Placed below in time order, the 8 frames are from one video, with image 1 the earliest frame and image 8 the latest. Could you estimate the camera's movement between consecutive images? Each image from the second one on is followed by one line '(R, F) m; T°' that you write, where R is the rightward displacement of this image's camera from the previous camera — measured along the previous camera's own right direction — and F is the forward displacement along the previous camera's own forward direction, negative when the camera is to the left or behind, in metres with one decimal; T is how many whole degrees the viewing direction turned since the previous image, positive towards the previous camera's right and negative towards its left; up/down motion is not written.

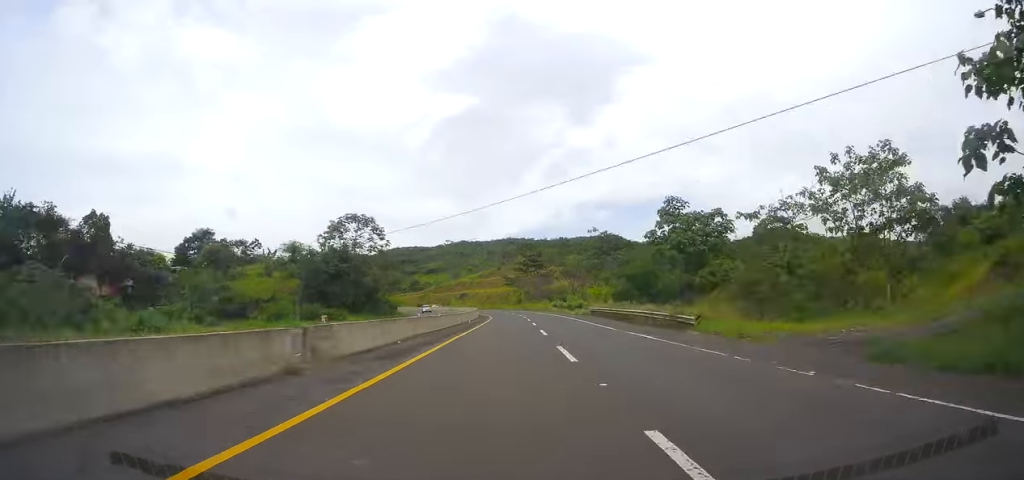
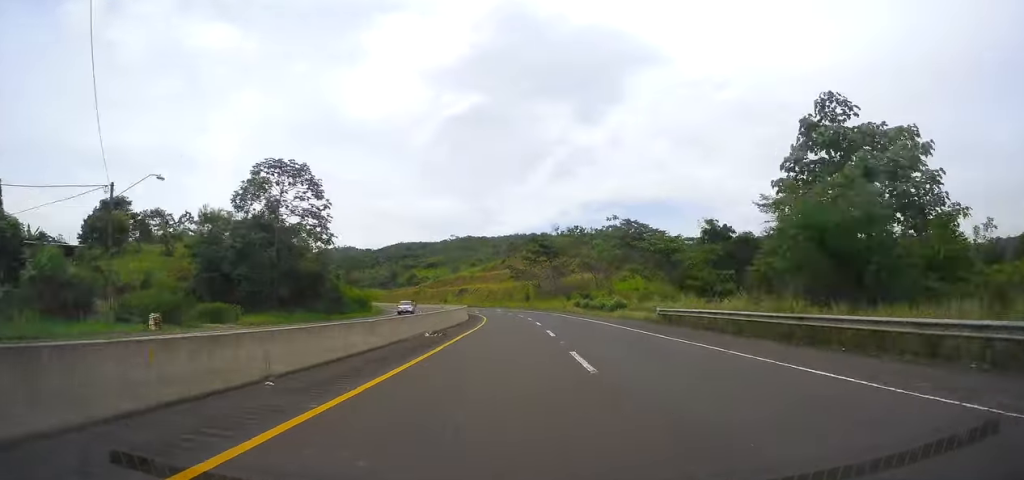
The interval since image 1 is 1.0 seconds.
(-0.1, +27.5) m; -1°
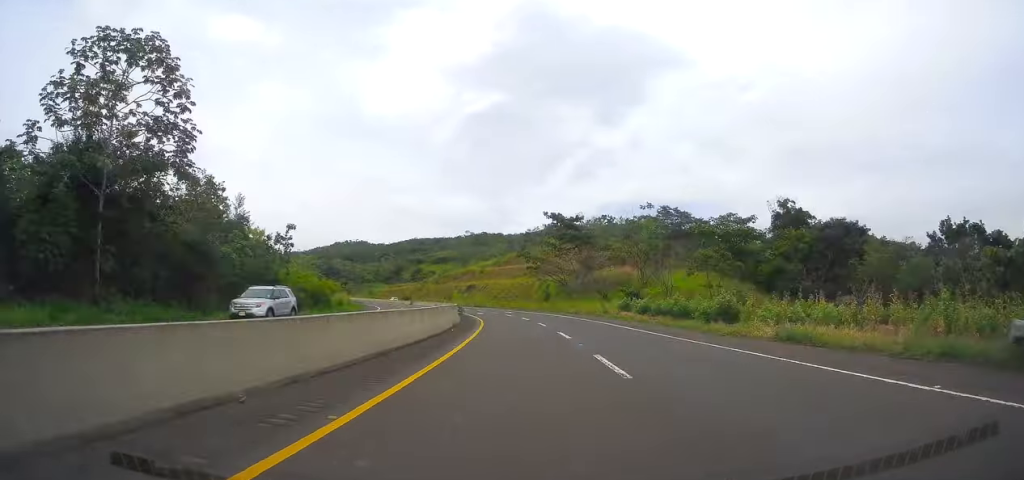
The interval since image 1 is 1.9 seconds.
(0.0, +24.7) m; -1°
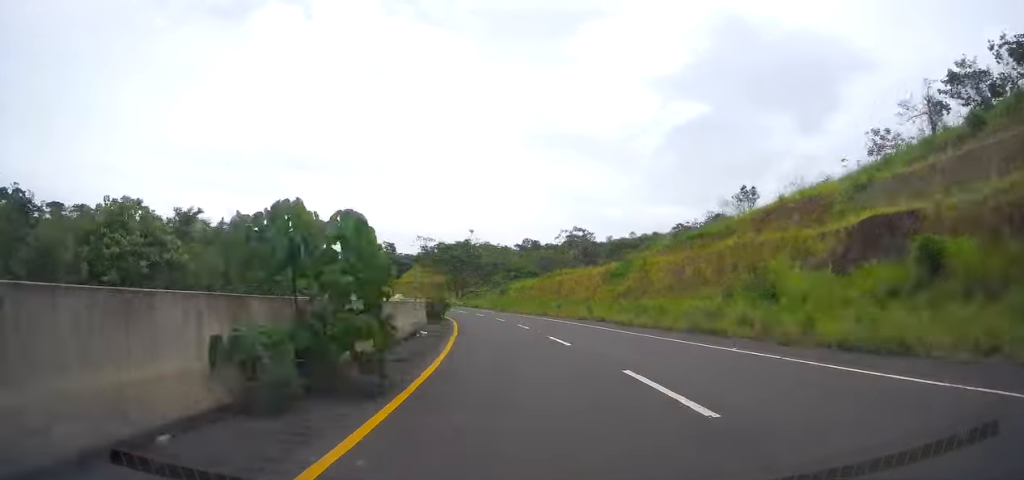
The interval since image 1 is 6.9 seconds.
(-17.0, +129.0) m; -18°
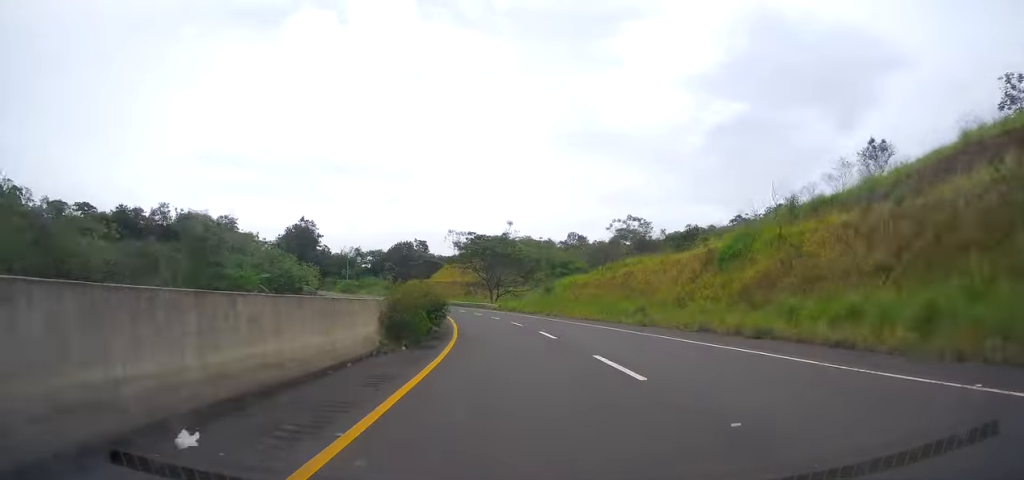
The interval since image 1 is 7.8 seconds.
(-1.2, +21.2) m; -4°
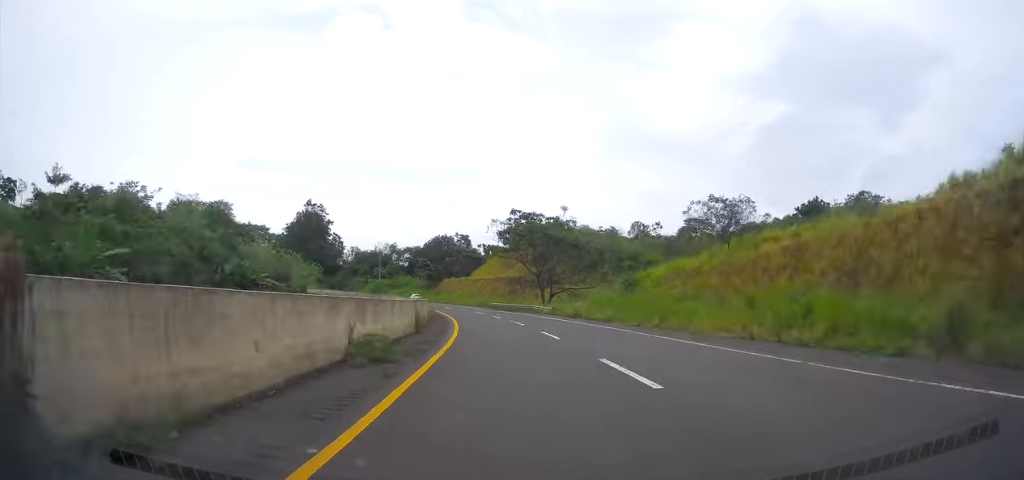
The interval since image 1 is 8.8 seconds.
(+0.1, +25.5) m; -5°
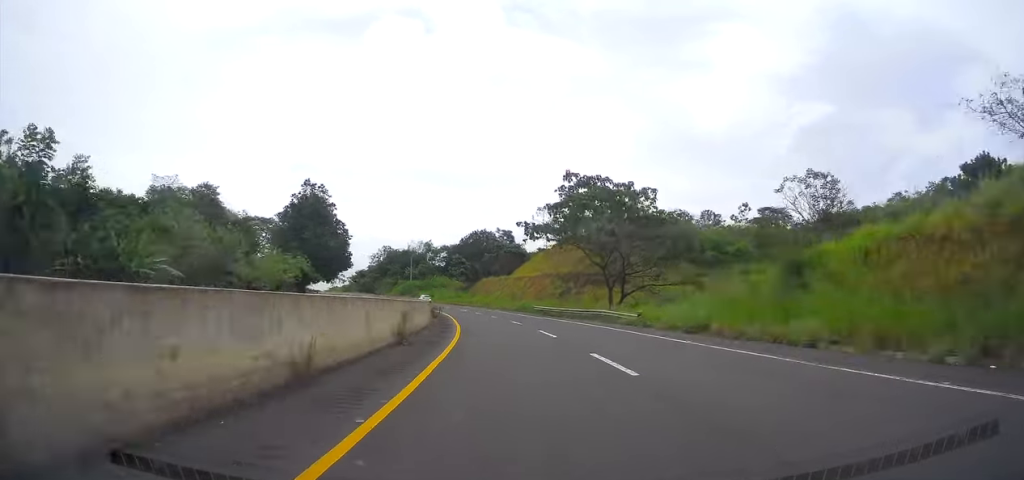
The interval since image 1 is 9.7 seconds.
(-2.0, +23.0) m; -5°
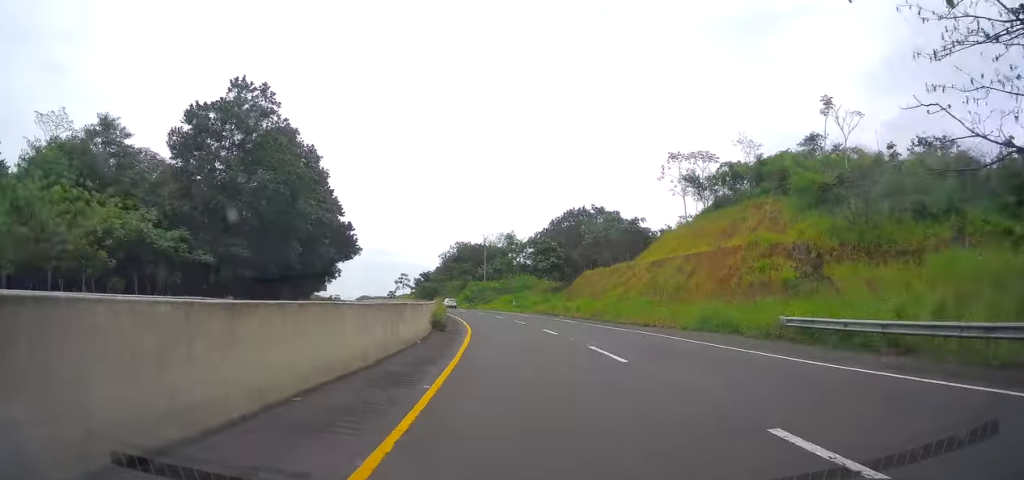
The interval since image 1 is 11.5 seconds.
(-3.9, +45.7) m; -9°
